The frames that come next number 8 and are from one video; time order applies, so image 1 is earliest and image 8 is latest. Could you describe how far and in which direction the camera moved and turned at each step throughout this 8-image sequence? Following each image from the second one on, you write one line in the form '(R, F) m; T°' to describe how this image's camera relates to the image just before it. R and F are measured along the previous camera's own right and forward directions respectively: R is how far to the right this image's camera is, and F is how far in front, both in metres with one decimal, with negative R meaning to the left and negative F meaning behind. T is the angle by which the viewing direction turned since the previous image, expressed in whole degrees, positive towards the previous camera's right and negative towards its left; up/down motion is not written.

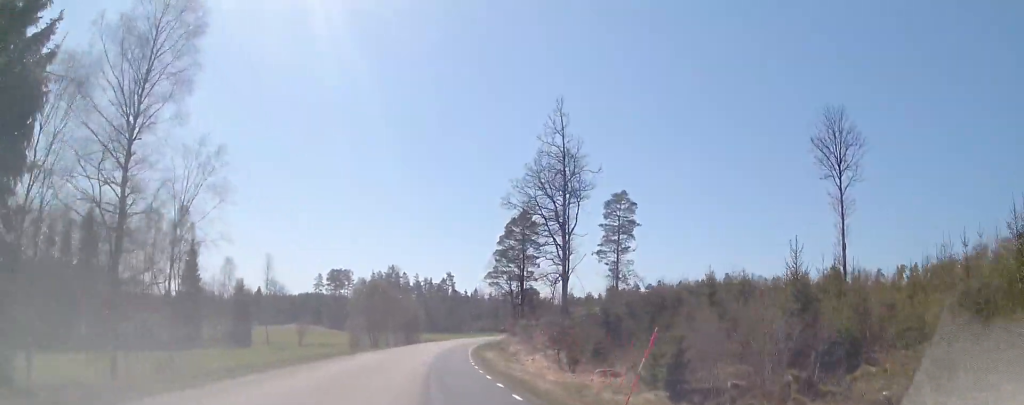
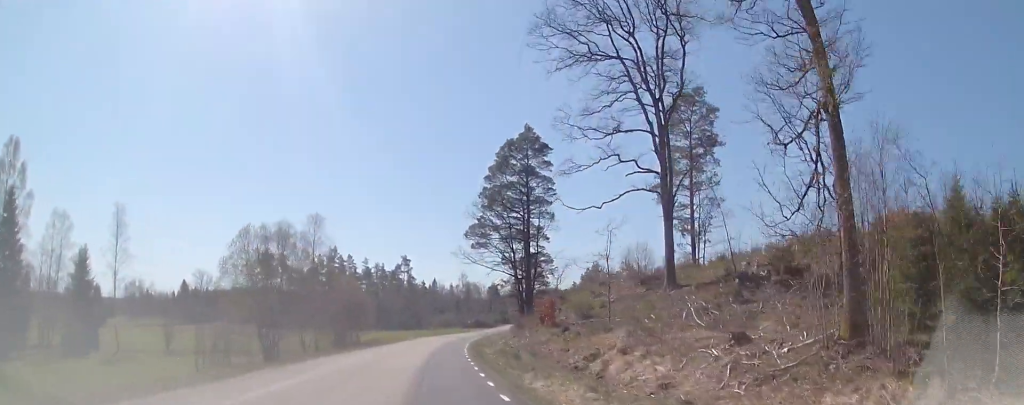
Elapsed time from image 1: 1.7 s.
(+0.8, +36.1) m; +3°
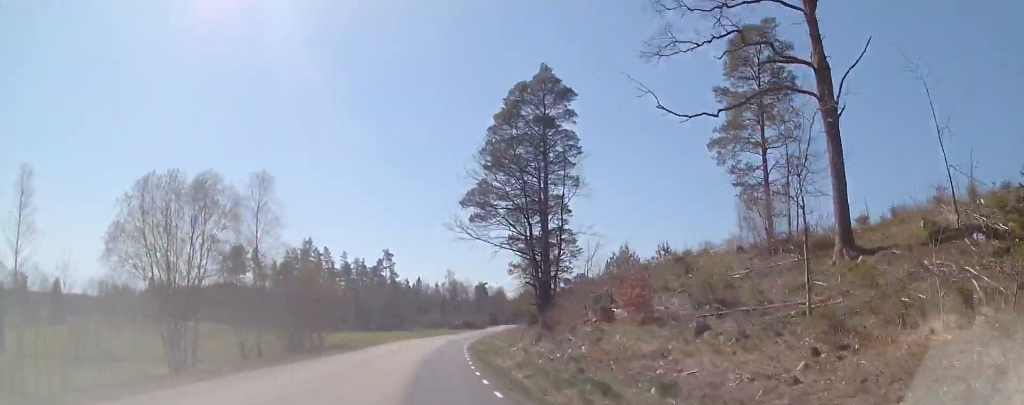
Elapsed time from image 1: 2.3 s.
(+0.1, +14.0) m; 0°
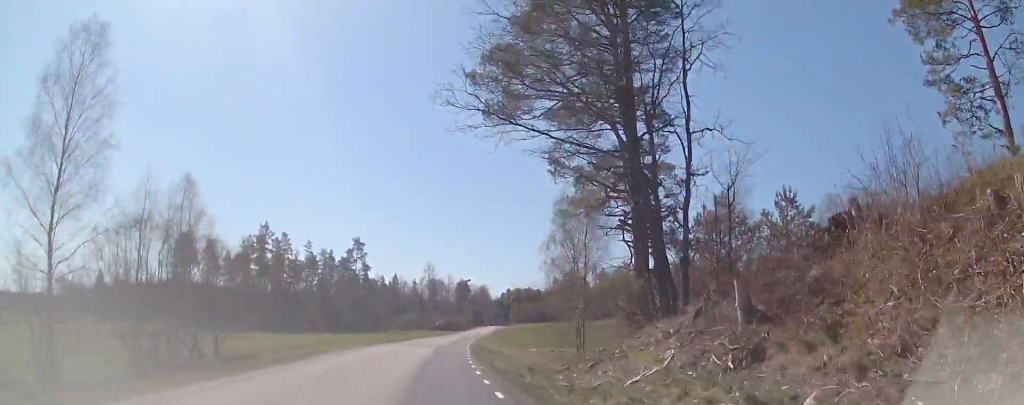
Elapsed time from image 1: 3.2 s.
(-0.1, +21.0) m; 0°
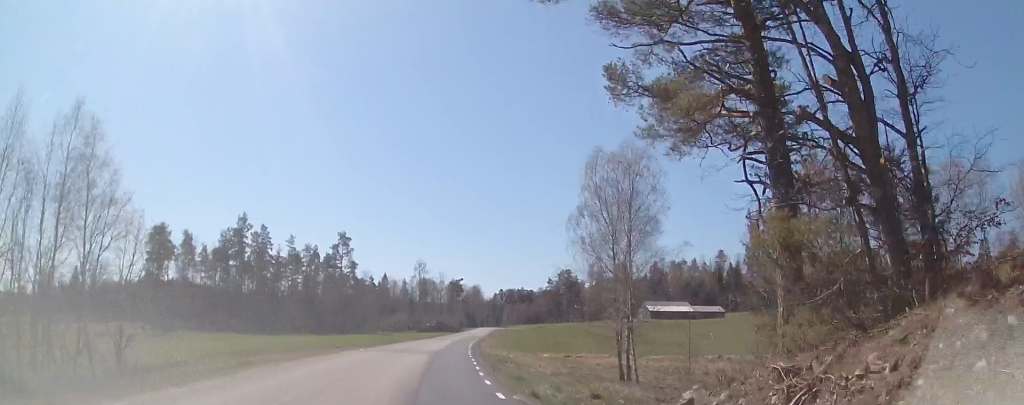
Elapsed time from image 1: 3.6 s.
(-0.2, +9.1) m; +1°
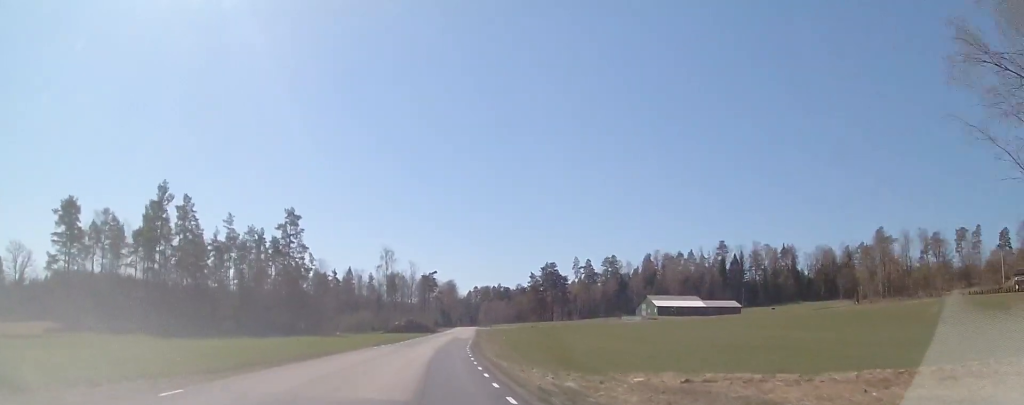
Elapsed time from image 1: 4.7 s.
(+0.9, +24.5) m; +3°
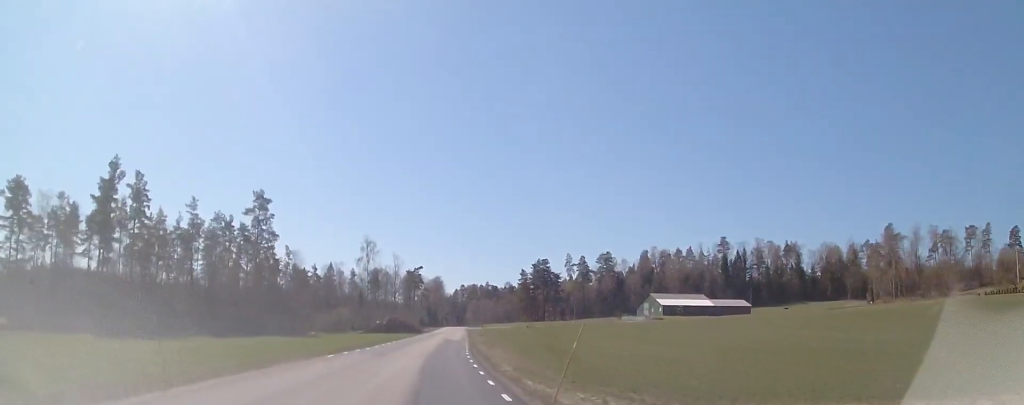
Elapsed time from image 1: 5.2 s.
(+0.1, +11.6) m; +1°
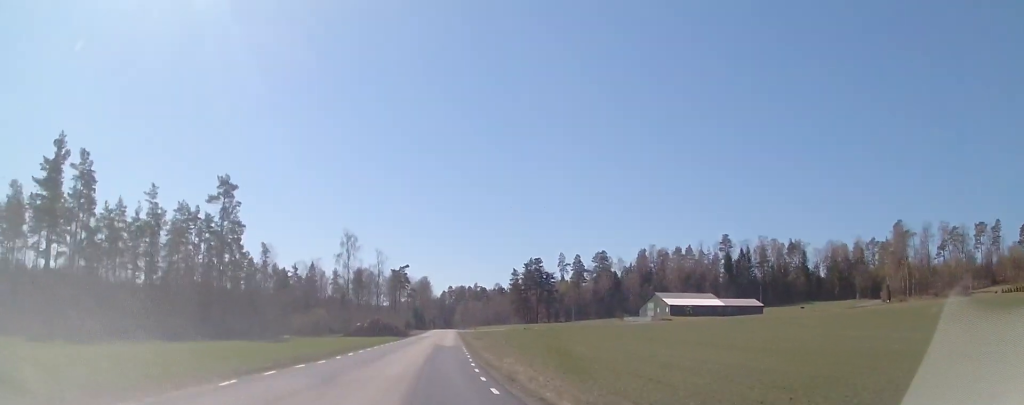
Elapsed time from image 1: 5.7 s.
(0.0, +10.9) m; 0°
